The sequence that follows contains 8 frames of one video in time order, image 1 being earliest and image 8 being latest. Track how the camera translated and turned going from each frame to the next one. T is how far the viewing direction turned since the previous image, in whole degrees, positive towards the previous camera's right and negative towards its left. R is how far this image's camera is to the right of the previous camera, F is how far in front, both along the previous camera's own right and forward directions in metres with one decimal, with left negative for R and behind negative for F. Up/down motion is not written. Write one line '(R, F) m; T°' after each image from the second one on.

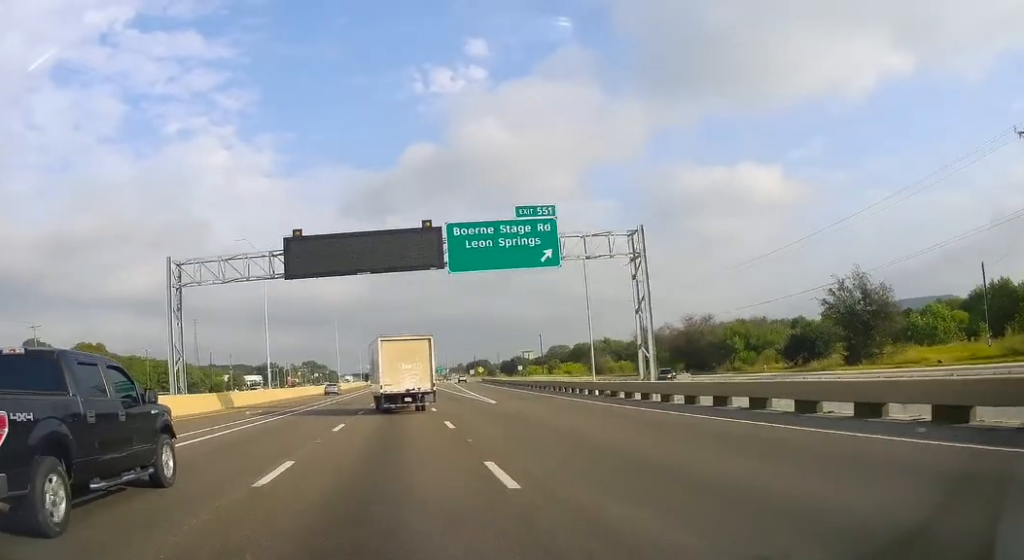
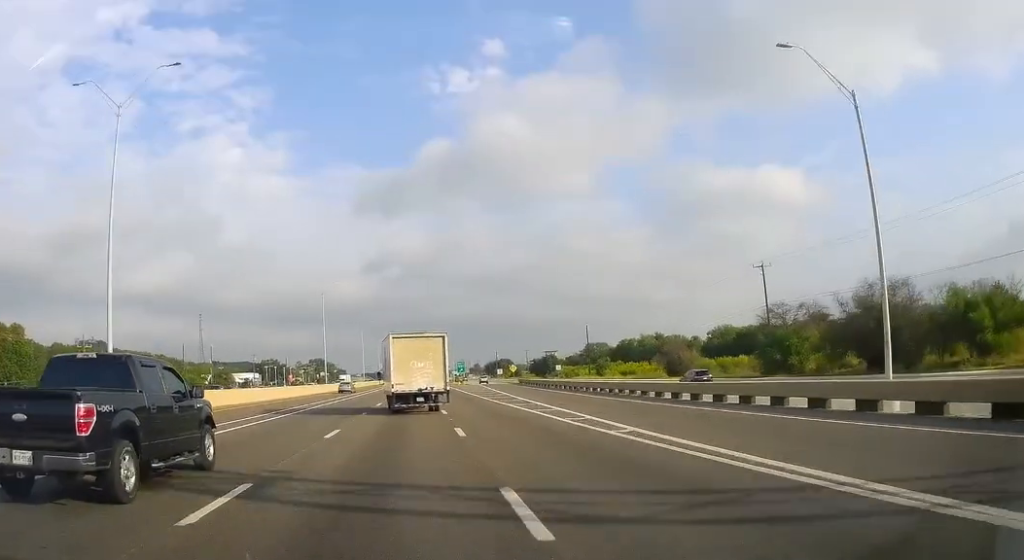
(-0.1, +39.5) m; -1°
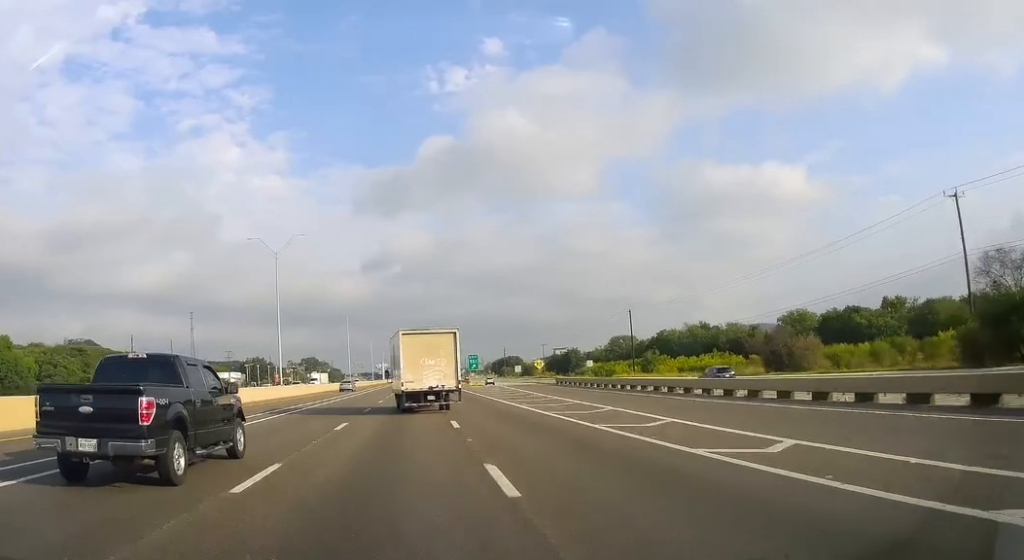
(-0.2, +34.0) m; 0°
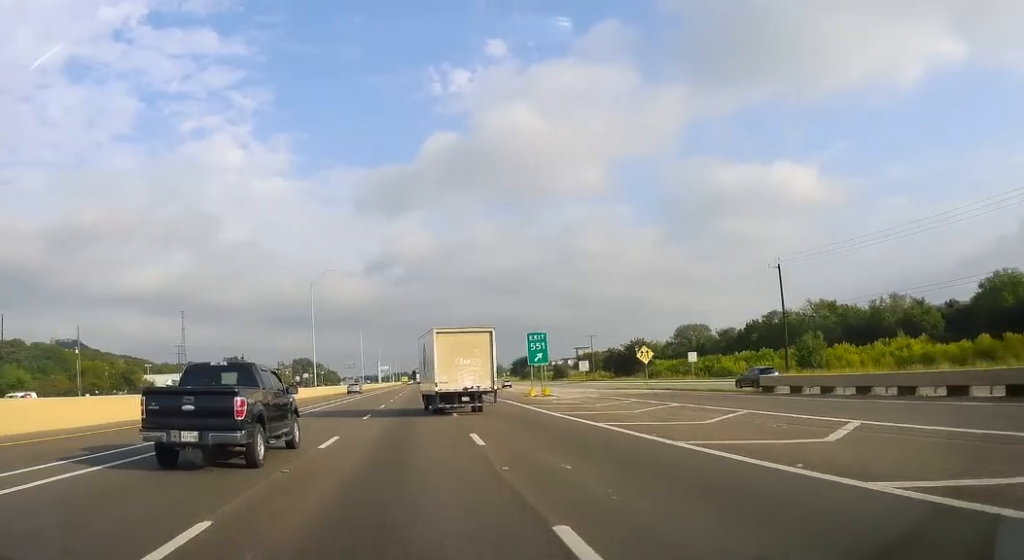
(+0.3, +54.1) m; +1°
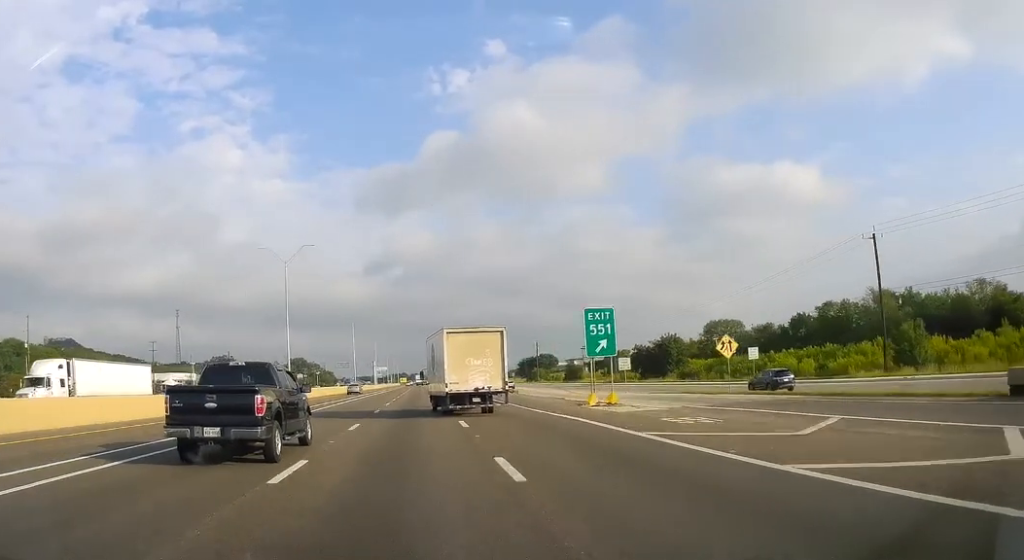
(+0.1, +17.9) m; 0°
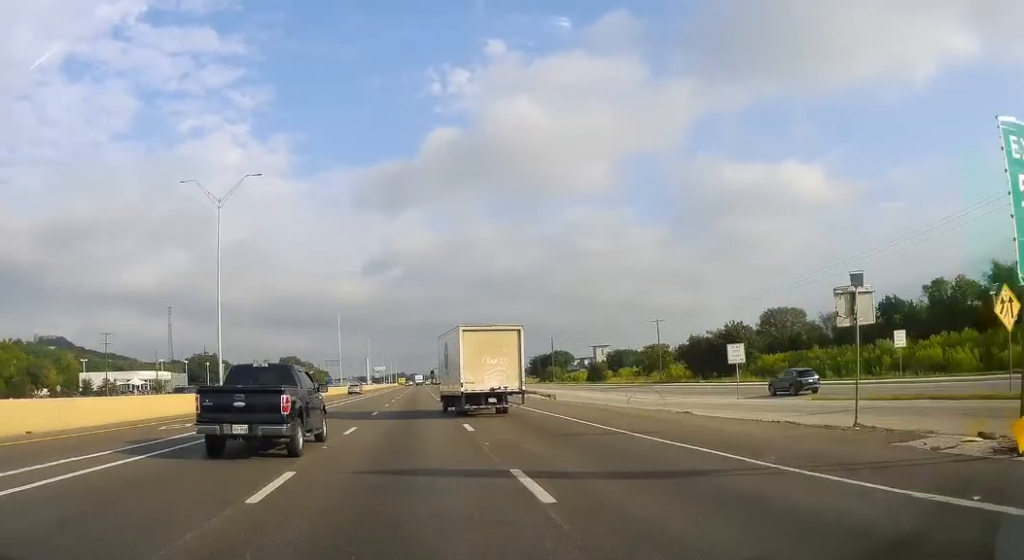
(-0.1, +26.0) m; 0°
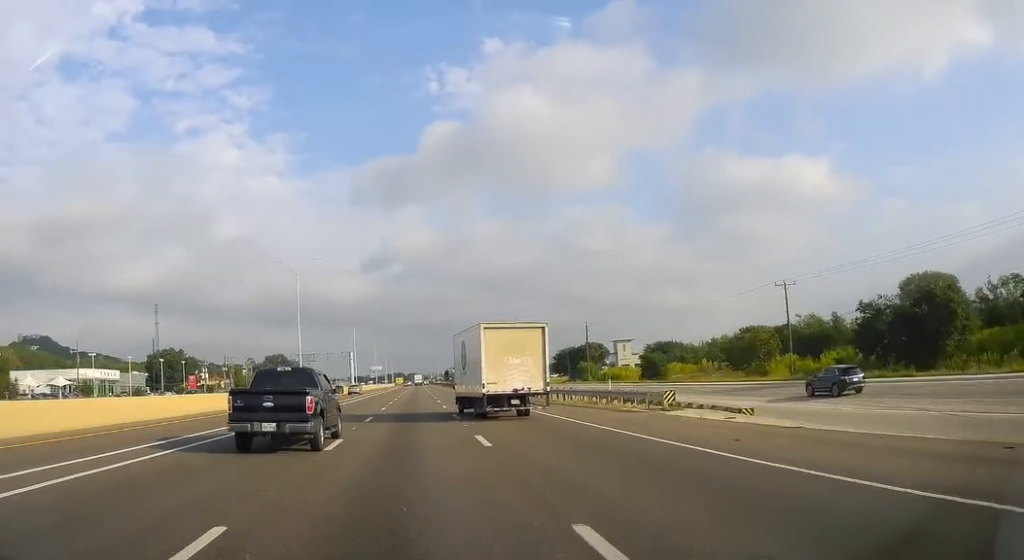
(-0.2, +40.9) m; 0°
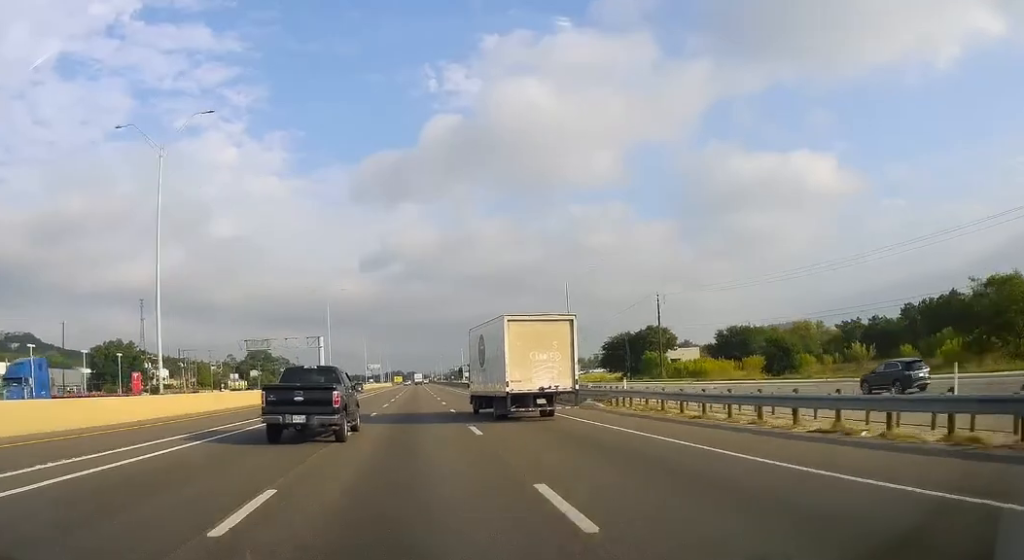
(0.0, +45.9) m; 0°
